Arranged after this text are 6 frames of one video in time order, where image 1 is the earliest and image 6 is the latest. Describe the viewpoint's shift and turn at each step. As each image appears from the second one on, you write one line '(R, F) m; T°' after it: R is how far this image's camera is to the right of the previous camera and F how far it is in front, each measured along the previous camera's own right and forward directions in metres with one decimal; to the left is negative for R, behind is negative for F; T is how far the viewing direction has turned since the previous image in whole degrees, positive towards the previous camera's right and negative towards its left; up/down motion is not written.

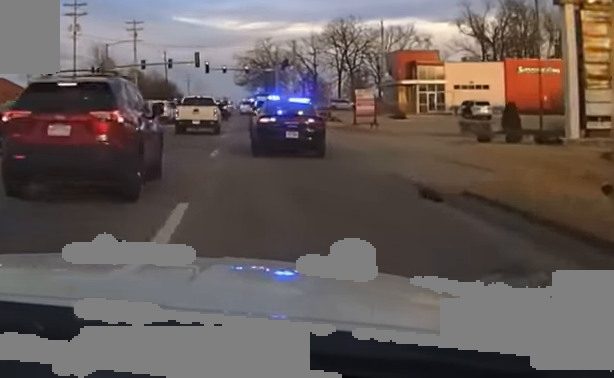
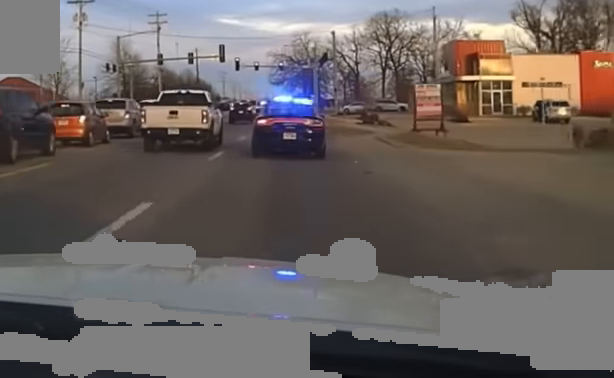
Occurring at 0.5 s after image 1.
(-0.2, +11.7) m; -2°
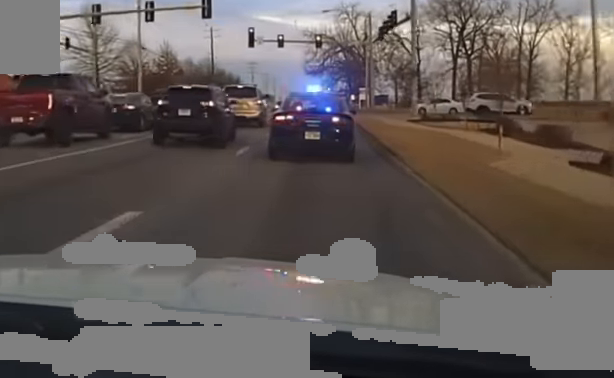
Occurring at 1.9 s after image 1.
(-1.9, +37.2) m; -5°
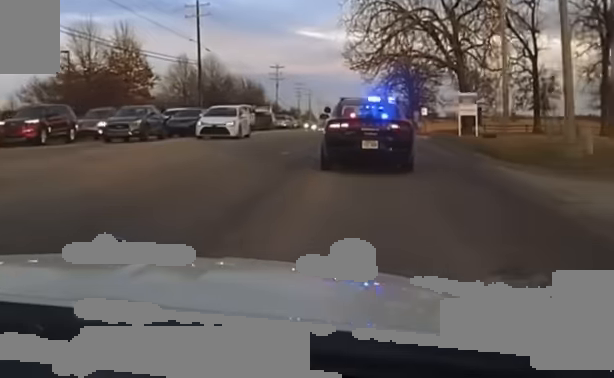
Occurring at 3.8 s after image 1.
(-1.3, +52.2) m; -3°
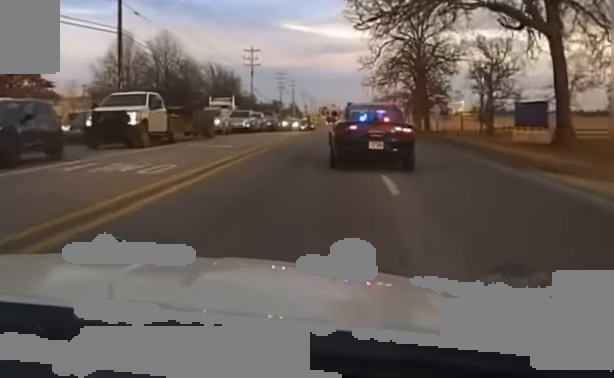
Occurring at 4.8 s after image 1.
(-0.3, +25.8) m; -1°
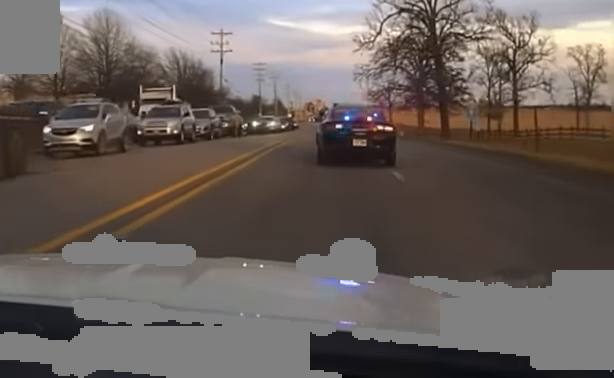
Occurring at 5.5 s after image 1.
(0.0, +19.8) m; +1°
